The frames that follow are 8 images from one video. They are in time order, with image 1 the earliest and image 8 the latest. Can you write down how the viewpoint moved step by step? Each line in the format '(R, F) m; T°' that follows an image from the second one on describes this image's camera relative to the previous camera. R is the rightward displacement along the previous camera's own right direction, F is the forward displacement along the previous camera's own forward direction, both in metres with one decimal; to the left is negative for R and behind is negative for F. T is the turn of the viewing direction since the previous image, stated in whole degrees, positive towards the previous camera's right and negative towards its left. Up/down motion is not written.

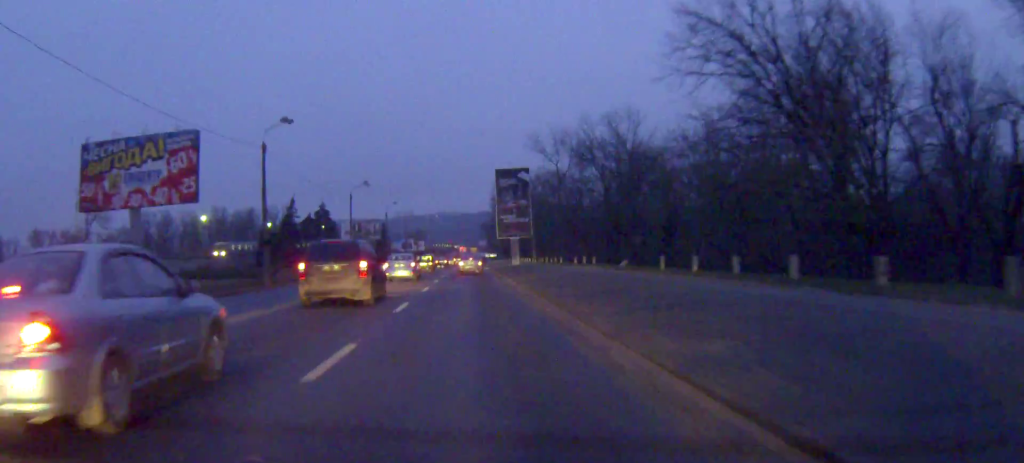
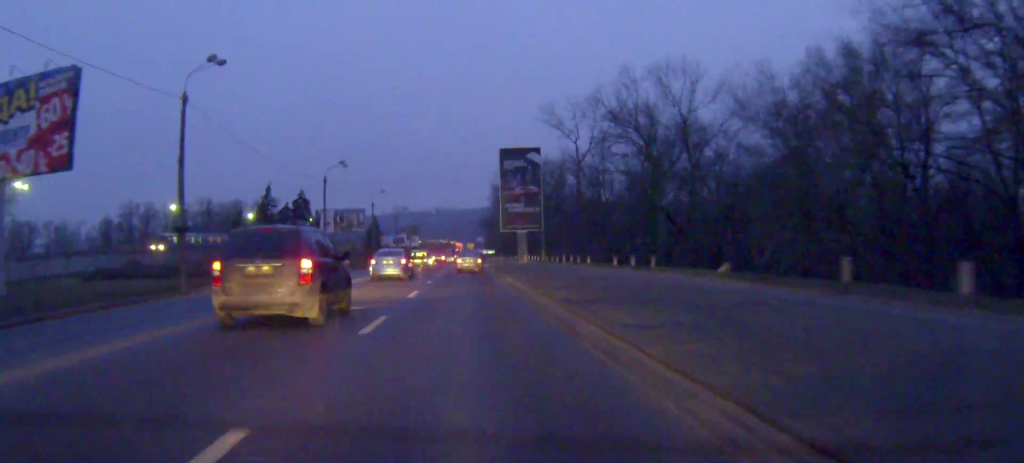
(-0.4, +14.8) m; -2°
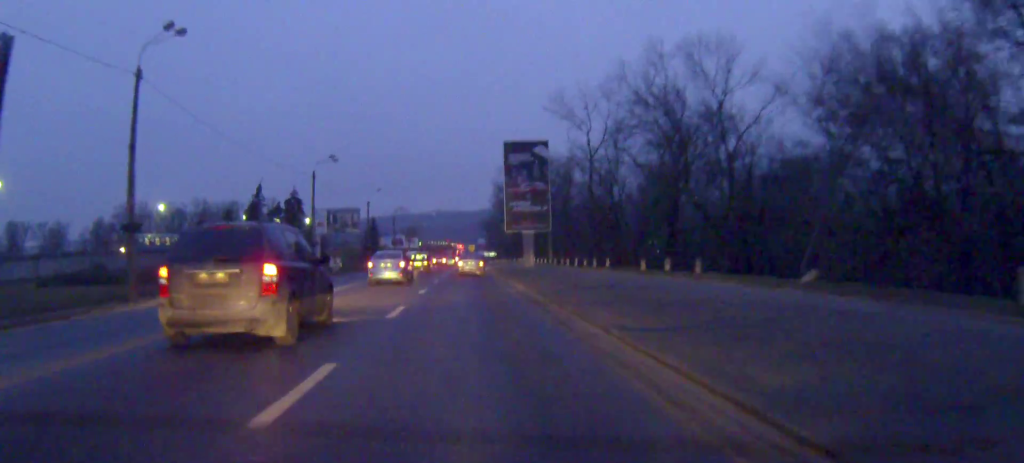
(0.0, +6.0) m; 0°
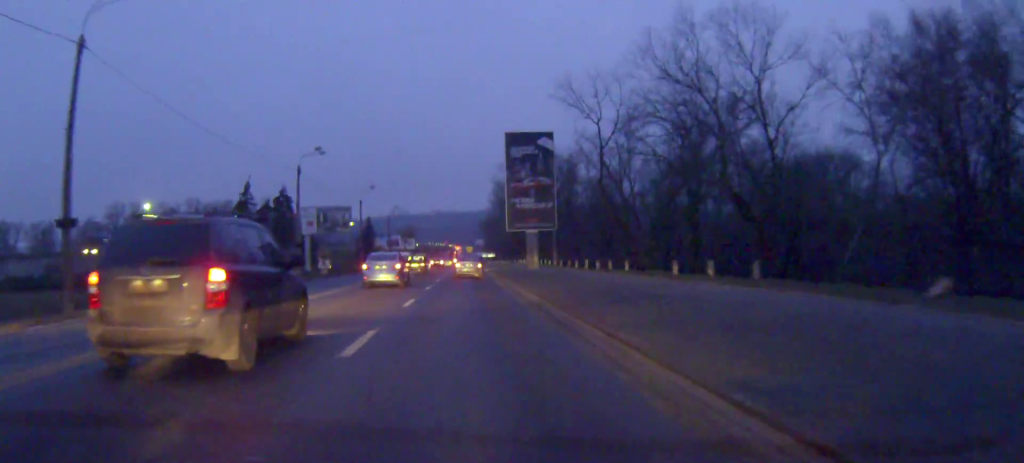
(0.0, +5.6) m; 0°
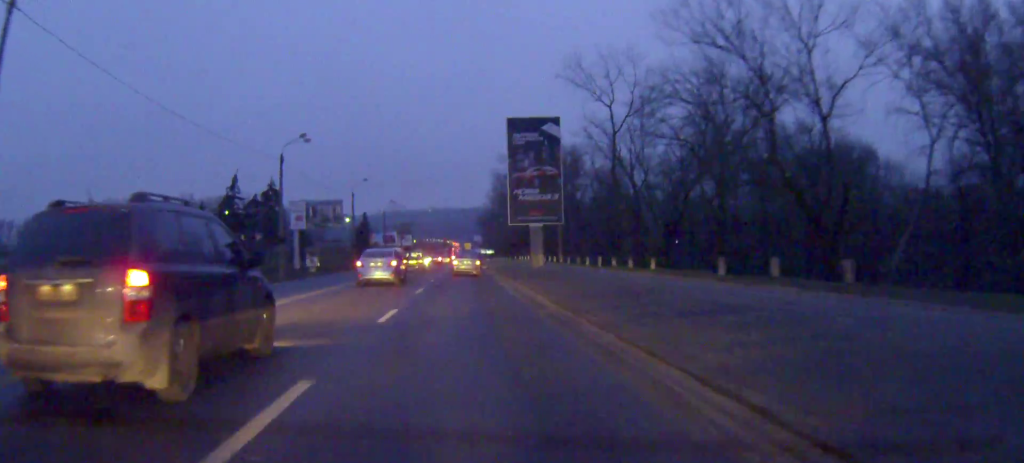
(0.0, +5.6) m; 0°
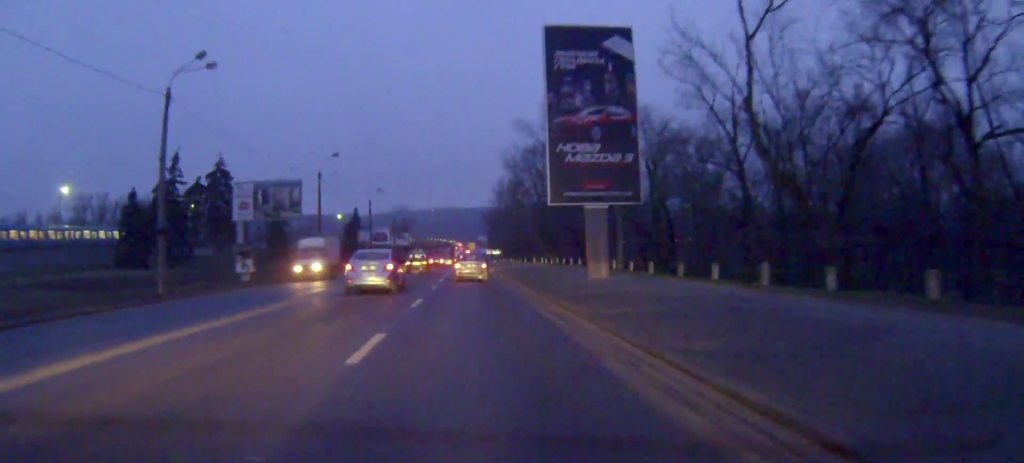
(0.0, +25.0) m; 0°
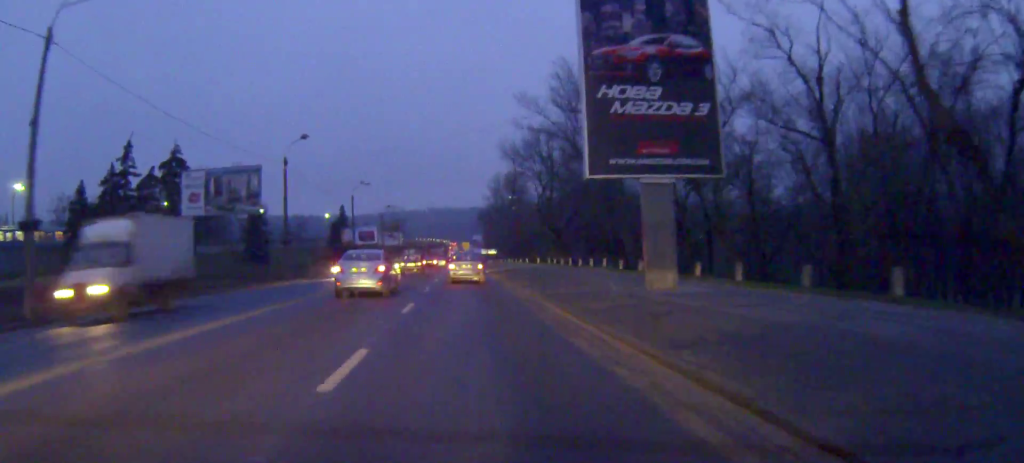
(+0.1, +11.8) m; +1°
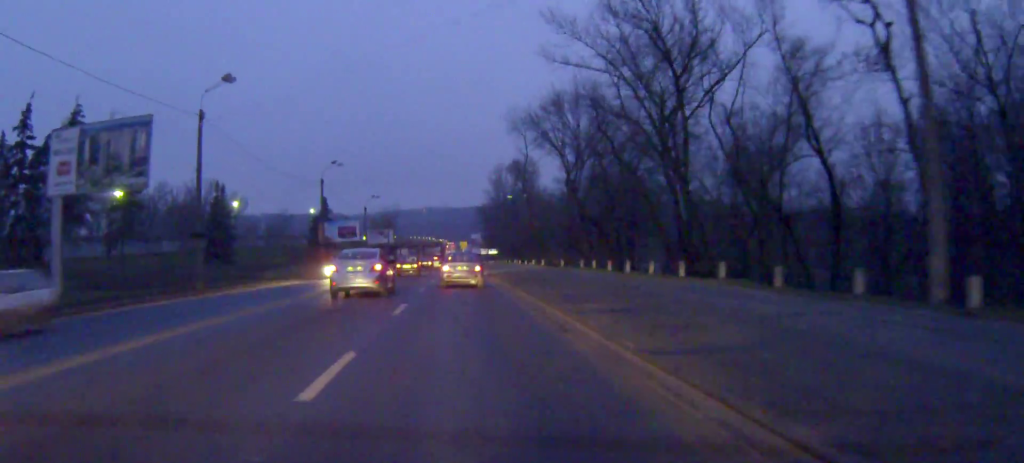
(0.0, +20.5) m; 0°
